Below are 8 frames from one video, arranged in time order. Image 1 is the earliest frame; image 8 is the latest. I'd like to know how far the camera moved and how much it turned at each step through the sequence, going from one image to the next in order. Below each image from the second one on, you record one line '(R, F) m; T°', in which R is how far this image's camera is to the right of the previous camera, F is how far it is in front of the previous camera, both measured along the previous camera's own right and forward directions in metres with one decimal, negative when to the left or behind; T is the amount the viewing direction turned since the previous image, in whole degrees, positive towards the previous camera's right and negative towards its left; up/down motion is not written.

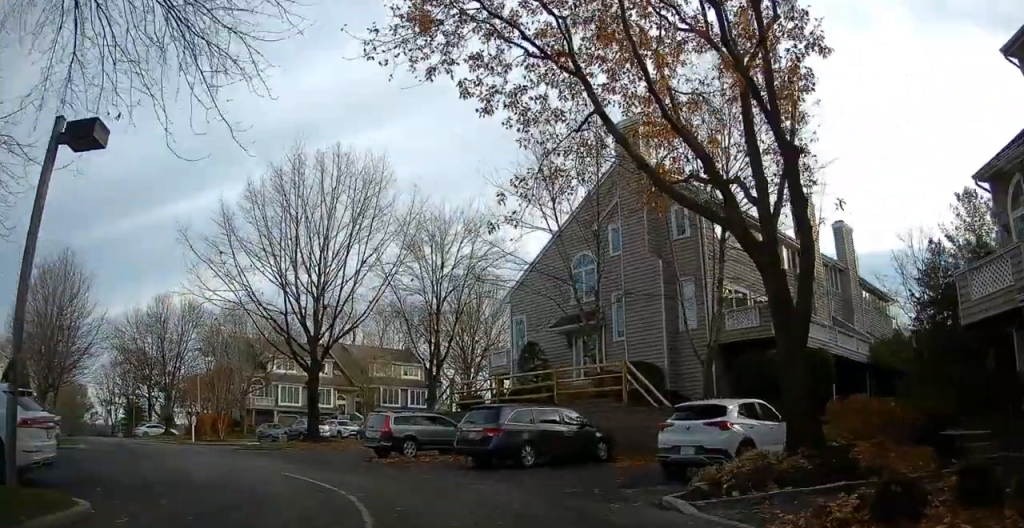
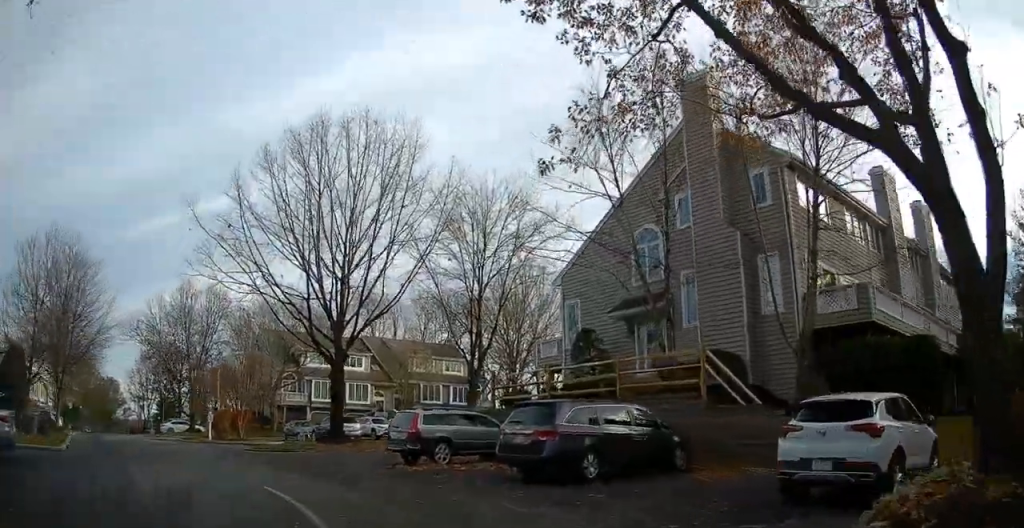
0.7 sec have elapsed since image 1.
(-0.2, +4.0) m; -4°
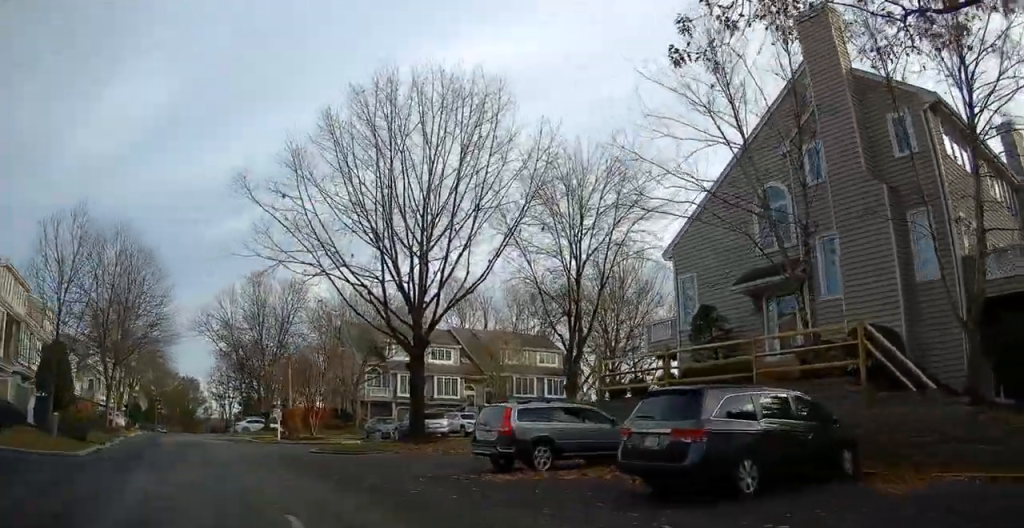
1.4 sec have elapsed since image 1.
(-0.2, +4.0) m; -8°
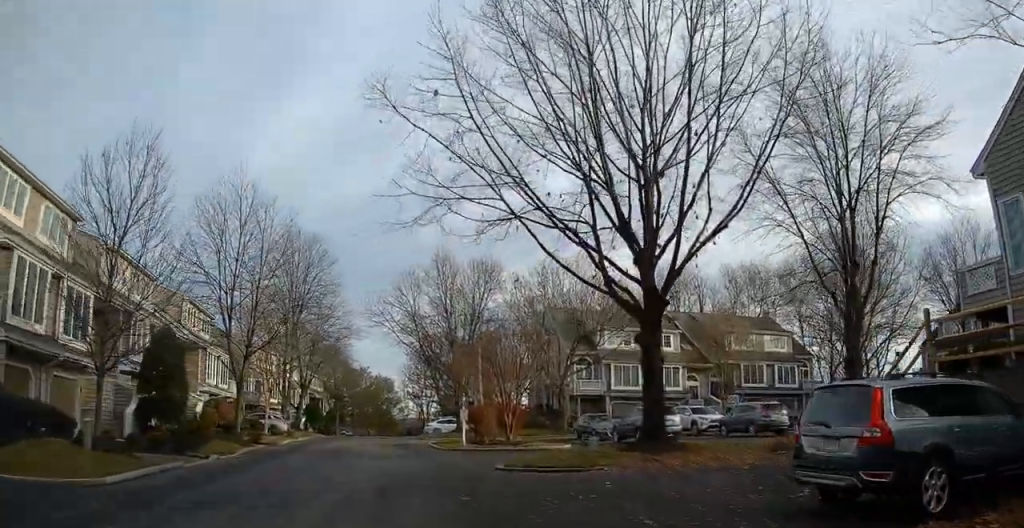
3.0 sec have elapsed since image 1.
(-1.4, +7.7) m; -16°
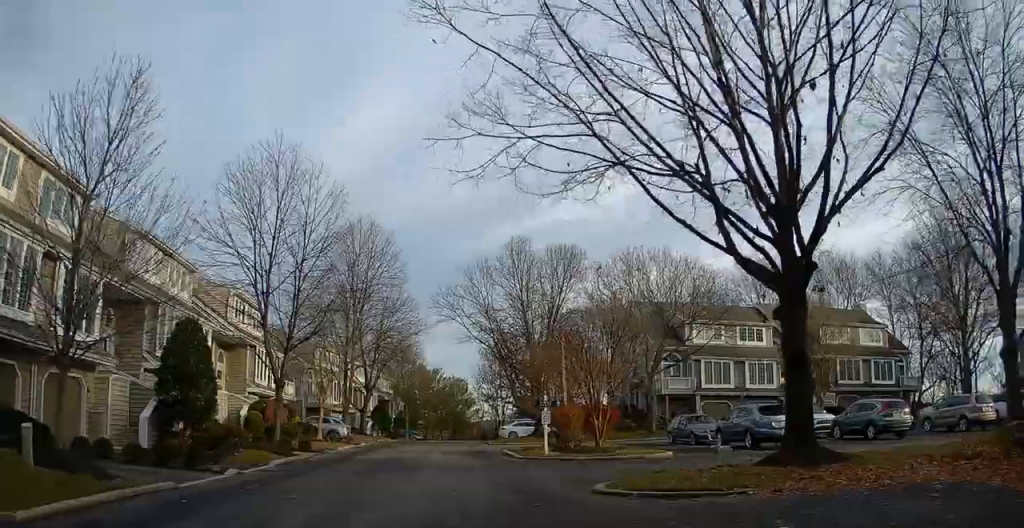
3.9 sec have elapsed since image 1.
(+0.1, +4.2) m; -3°
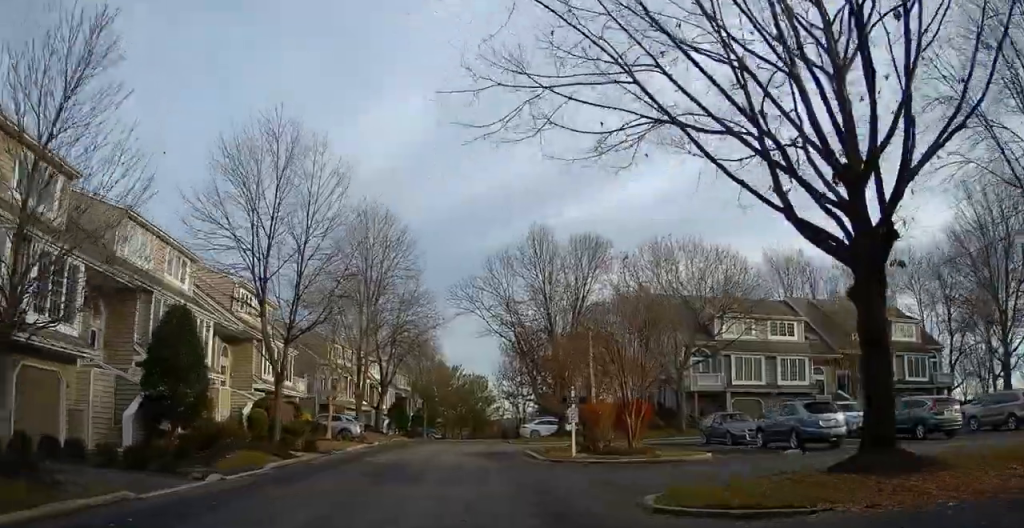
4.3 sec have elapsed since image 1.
(-0.2, +2.2) m; -2°
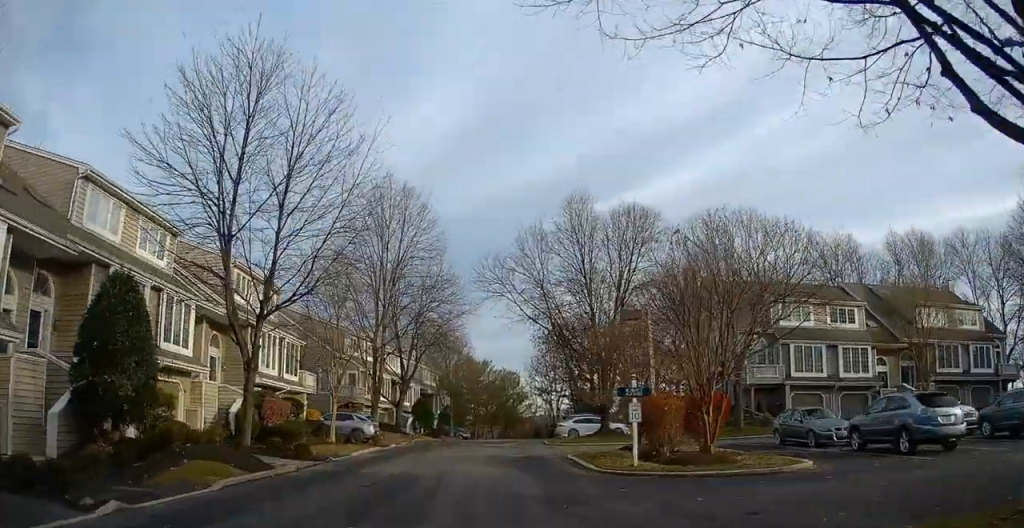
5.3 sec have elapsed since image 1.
(-0.2, +4.9) m; -4°
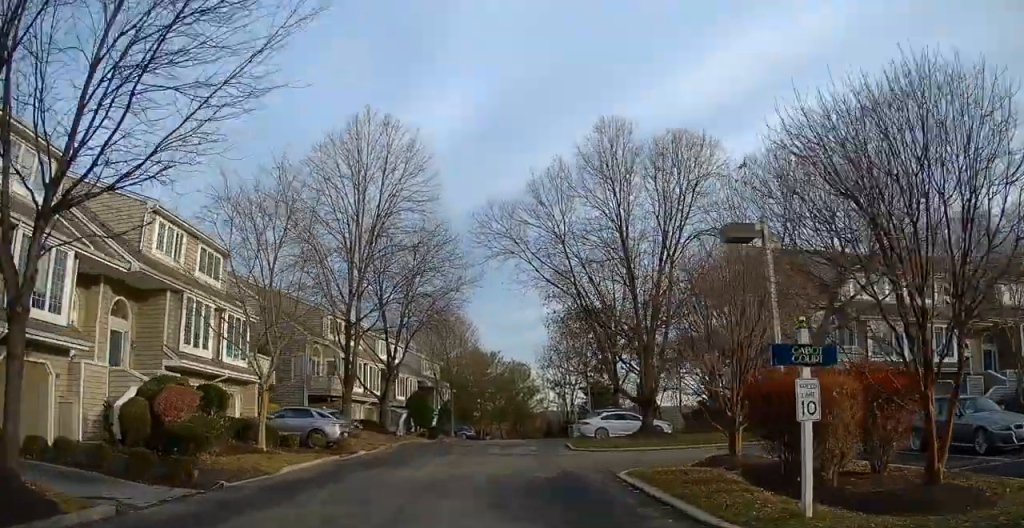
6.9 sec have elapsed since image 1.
(-0.4, +8.4) m; -2°
